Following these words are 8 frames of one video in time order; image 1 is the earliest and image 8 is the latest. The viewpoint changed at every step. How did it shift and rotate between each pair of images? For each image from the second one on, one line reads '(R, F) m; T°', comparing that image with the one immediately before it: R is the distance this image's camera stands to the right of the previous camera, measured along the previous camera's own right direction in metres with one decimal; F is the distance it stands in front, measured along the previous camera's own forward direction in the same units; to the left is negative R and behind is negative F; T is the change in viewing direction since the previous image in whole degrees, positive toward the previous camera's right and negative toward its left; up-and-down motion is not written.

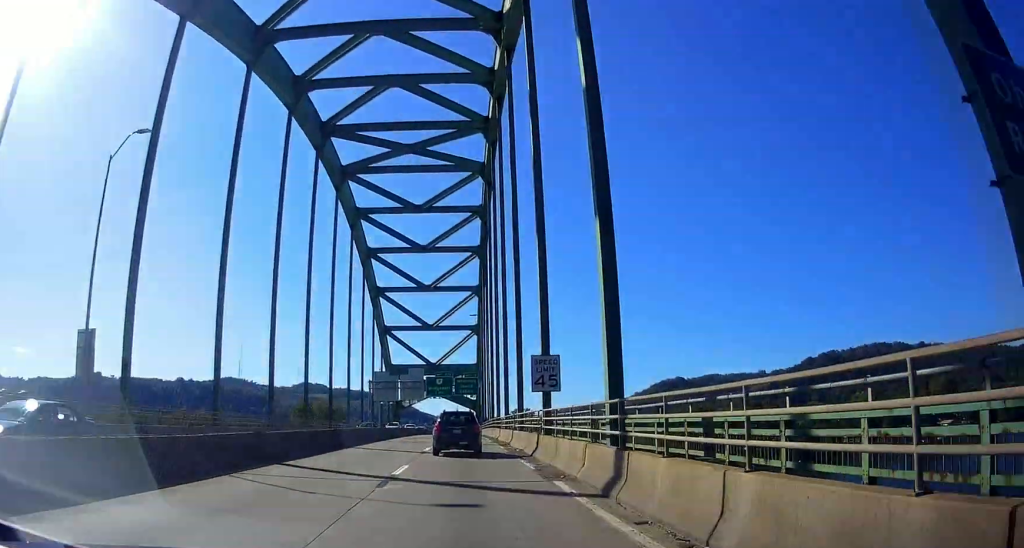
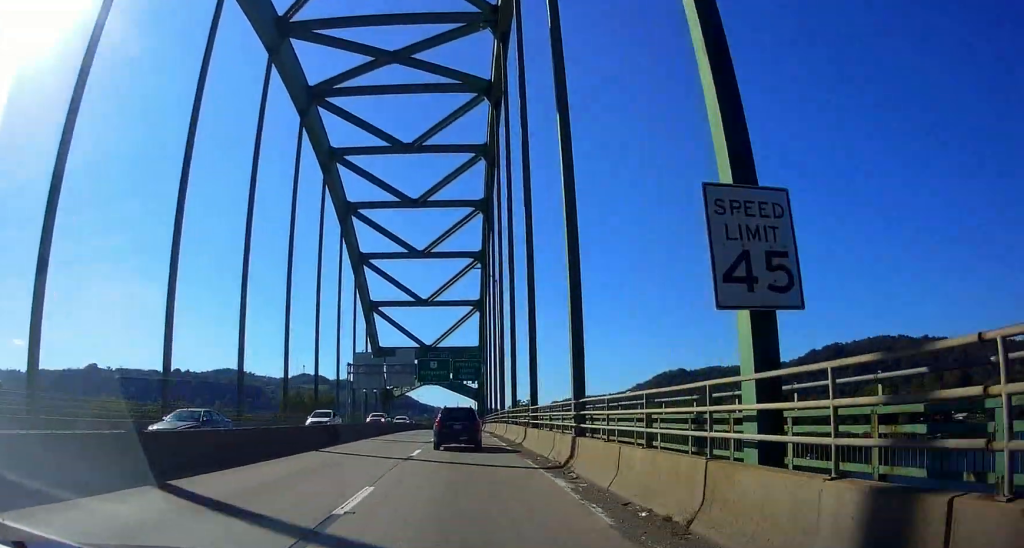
(-0.9, +19.2) m; 0°
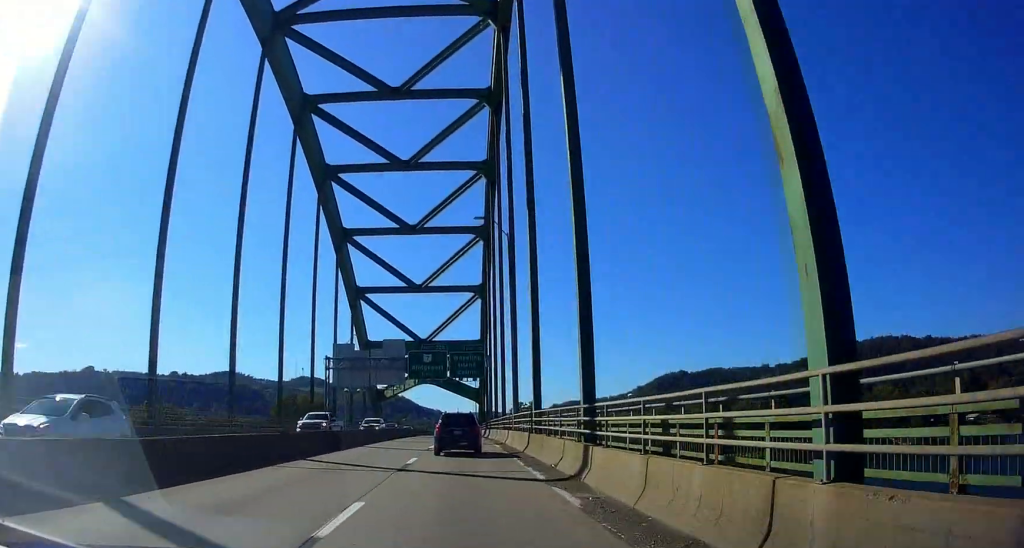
(+0.7, +13.5) m; +2°
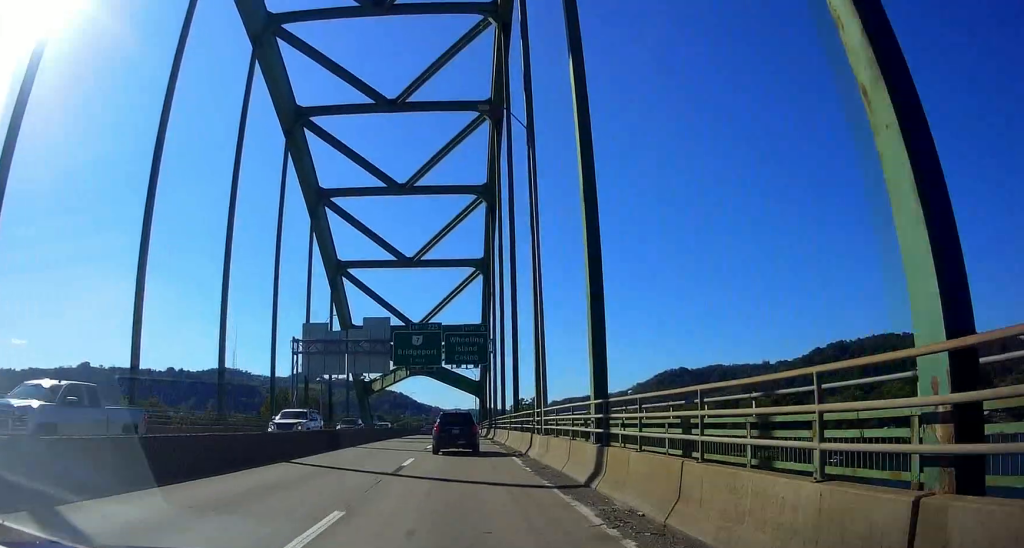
(+0.2, +13.6) m; -1°
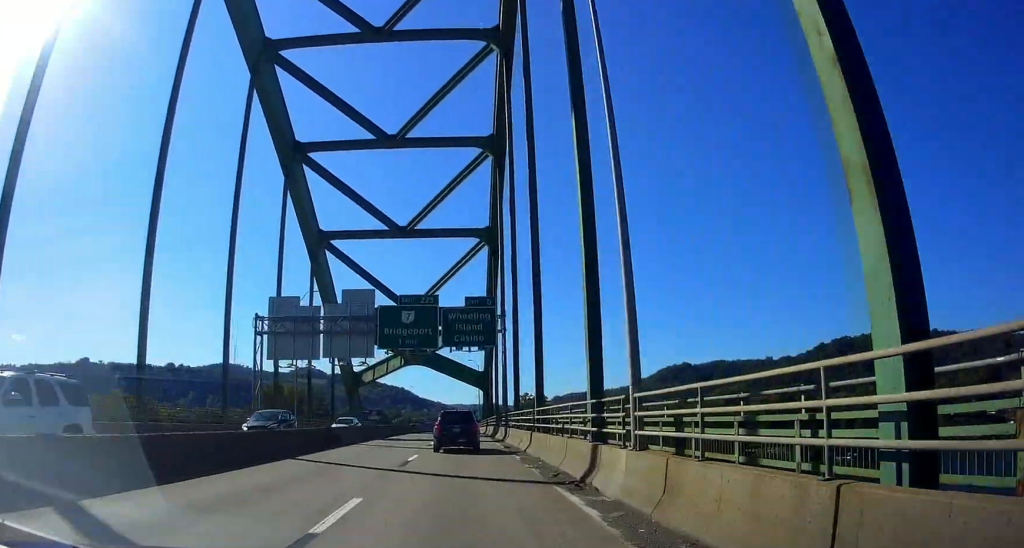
(0.0, +11.4) m; -1°
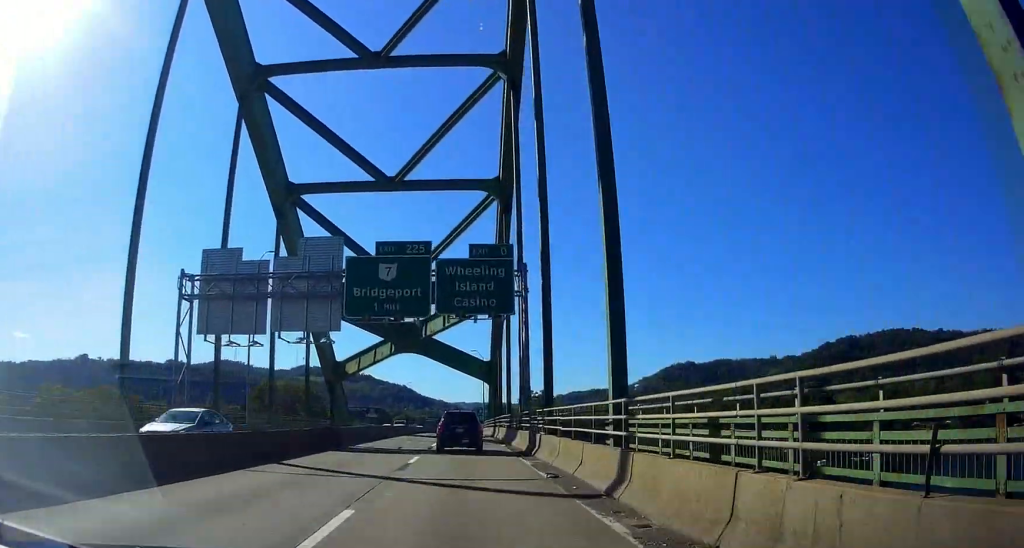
(-0.6, +14.0) m; 0°
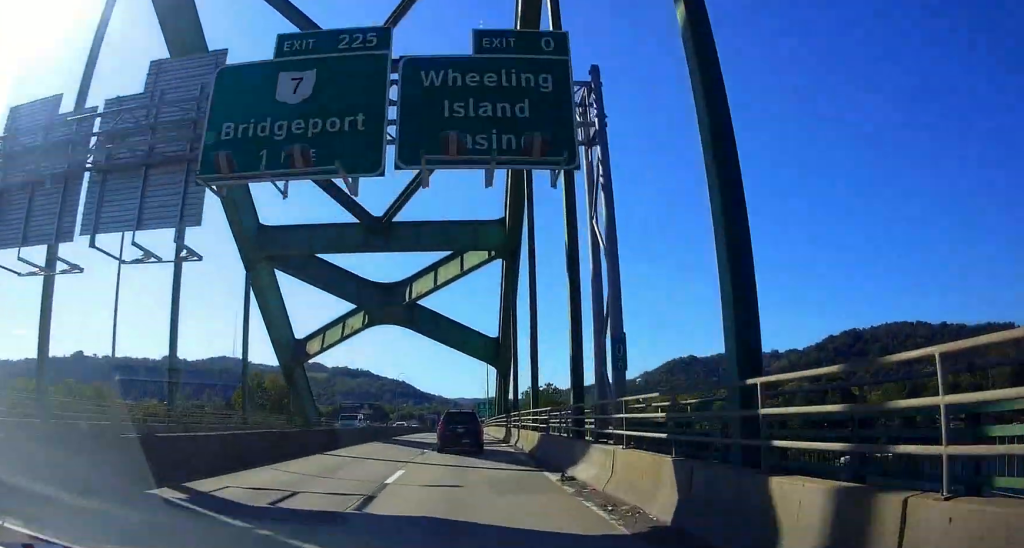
(+0.8, +18.5) m; 0°
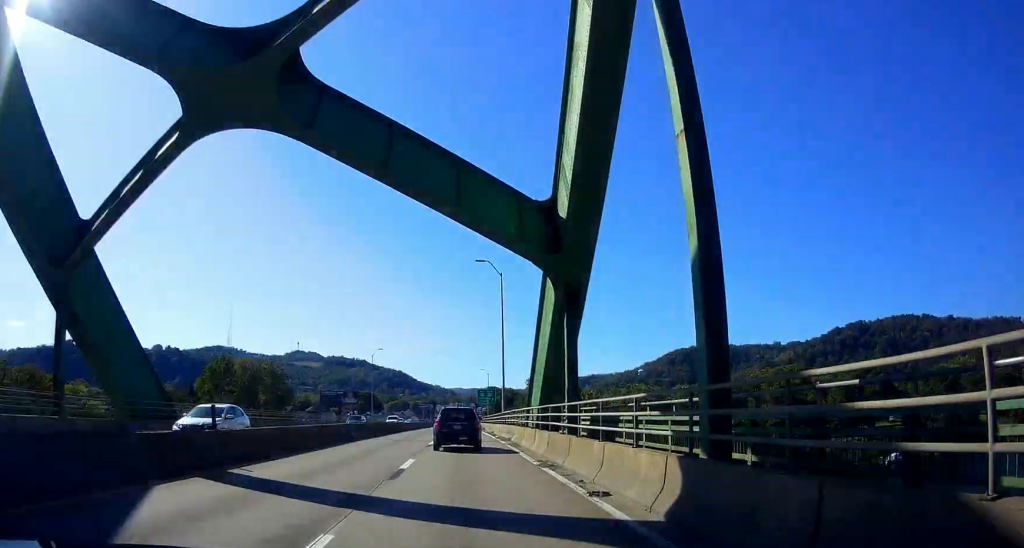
(-0.1, +33.8) m; 0°
